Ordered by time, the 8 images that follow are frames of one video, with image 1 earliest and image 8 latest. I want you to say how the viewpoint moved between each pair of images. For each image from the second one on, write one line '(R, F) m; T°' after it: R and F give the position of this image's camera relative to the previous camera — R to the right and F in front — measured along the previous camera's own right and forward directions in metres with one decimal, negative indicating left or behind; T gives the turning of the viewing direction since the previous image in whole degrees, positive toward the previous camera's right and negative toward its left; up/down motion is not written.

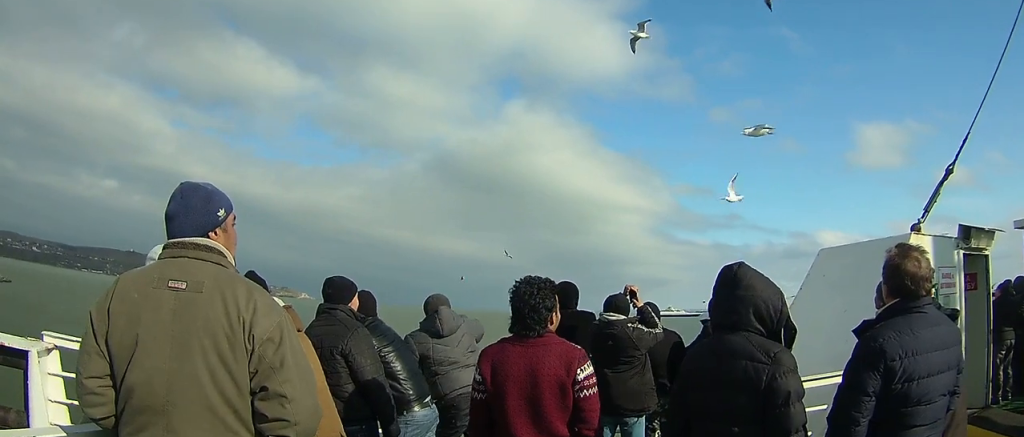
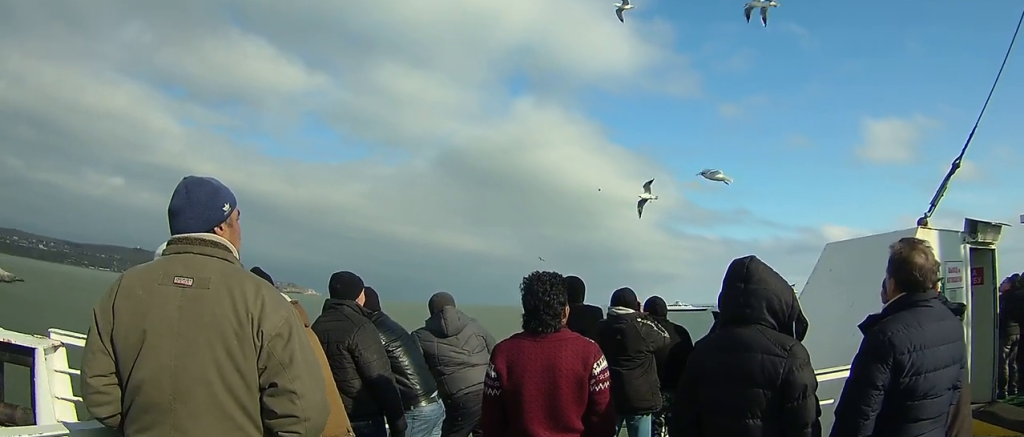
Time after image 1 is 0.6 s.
(0.0, +2.6) m; 0°
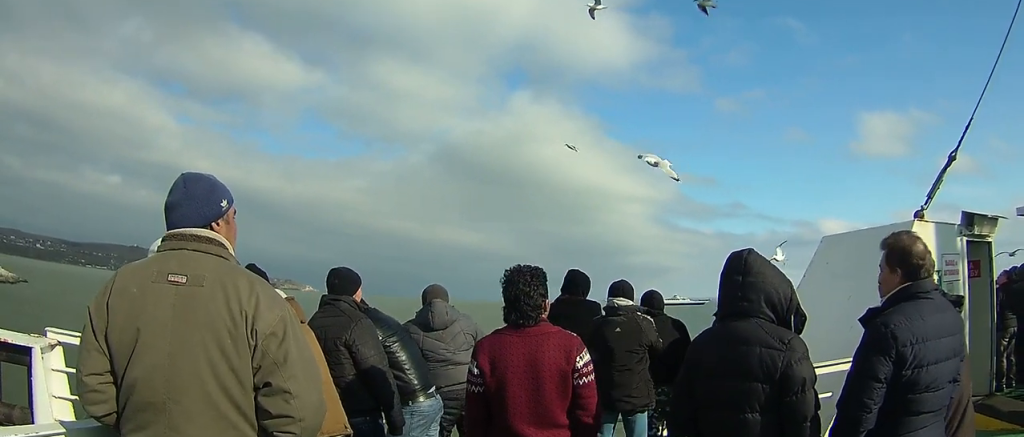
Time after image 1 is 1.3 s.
(0.0, +3.0) m; -1°
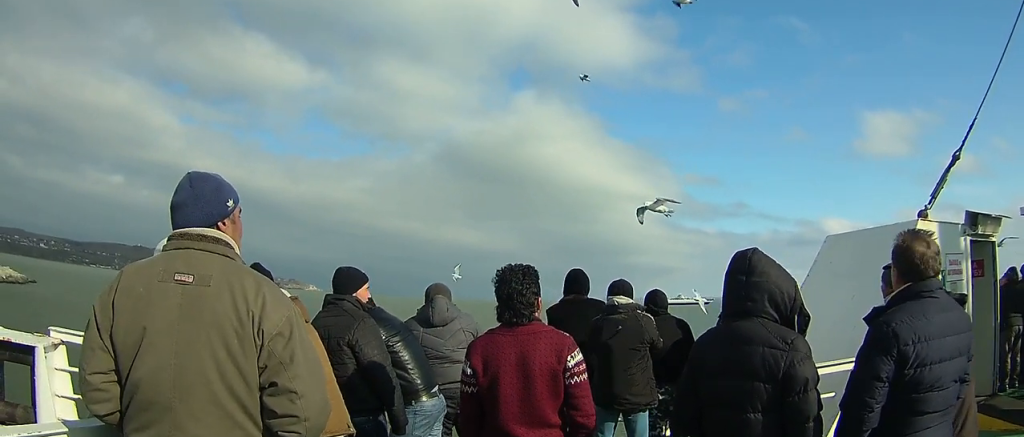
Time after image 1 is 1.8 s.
(0.0, +2.2) m; -1°
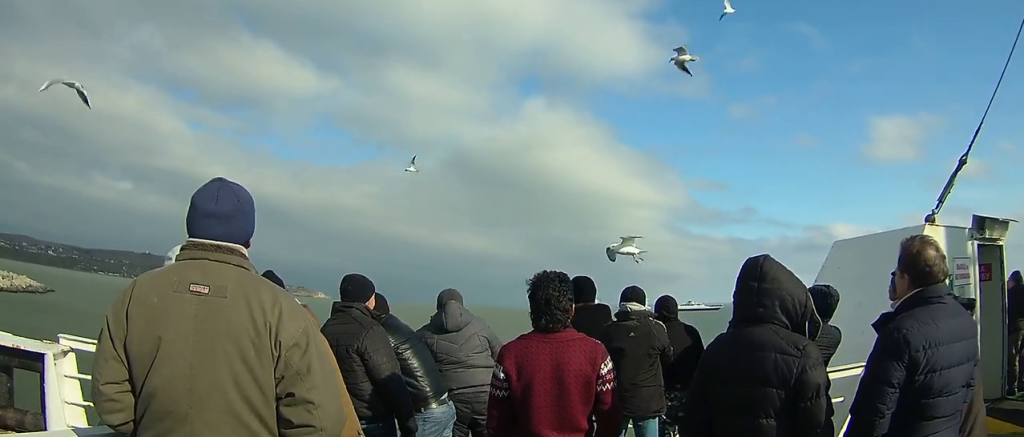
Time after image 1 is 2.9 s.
(0.0, +4.4) m; -1°
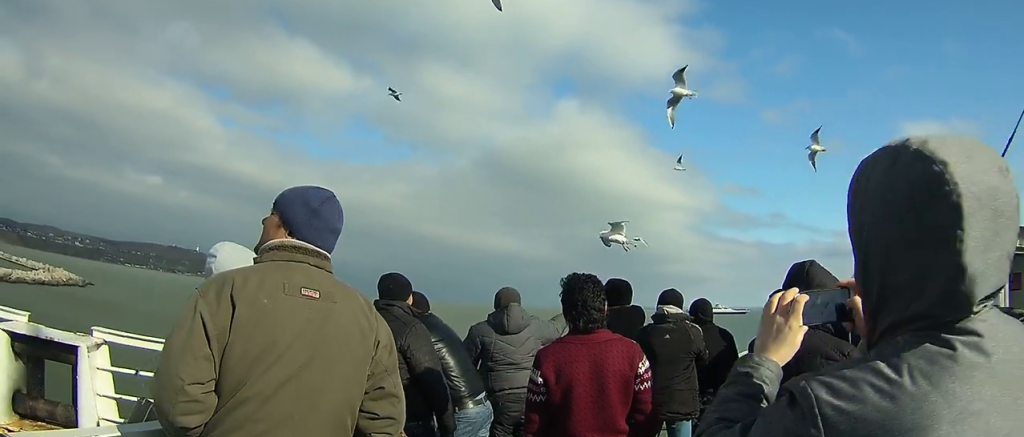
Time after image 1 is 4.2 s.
(-0.1, +5.0) m; 0°
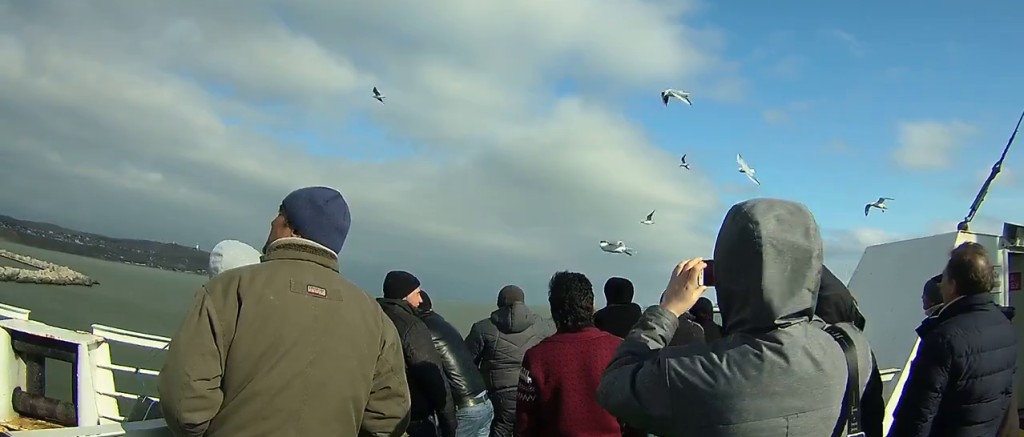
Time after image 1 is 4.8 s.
(0.0, +2.4) m; +1°
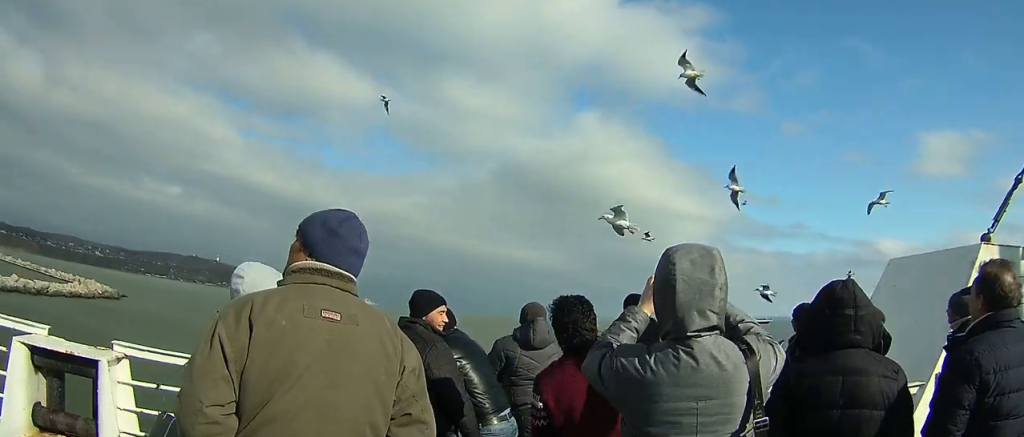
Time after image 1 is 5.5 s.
(+0.2, +3.0) m; +1°
